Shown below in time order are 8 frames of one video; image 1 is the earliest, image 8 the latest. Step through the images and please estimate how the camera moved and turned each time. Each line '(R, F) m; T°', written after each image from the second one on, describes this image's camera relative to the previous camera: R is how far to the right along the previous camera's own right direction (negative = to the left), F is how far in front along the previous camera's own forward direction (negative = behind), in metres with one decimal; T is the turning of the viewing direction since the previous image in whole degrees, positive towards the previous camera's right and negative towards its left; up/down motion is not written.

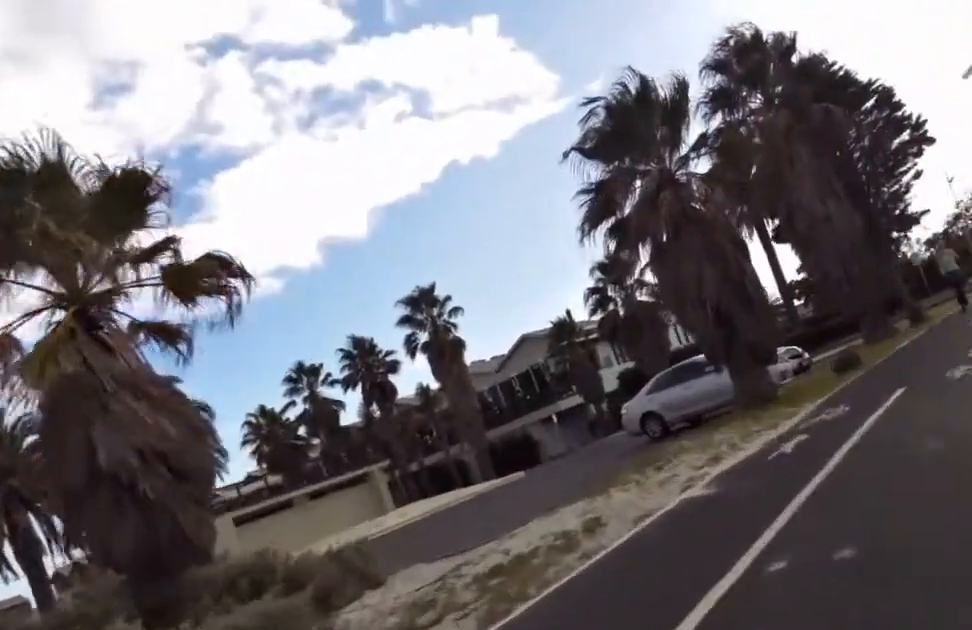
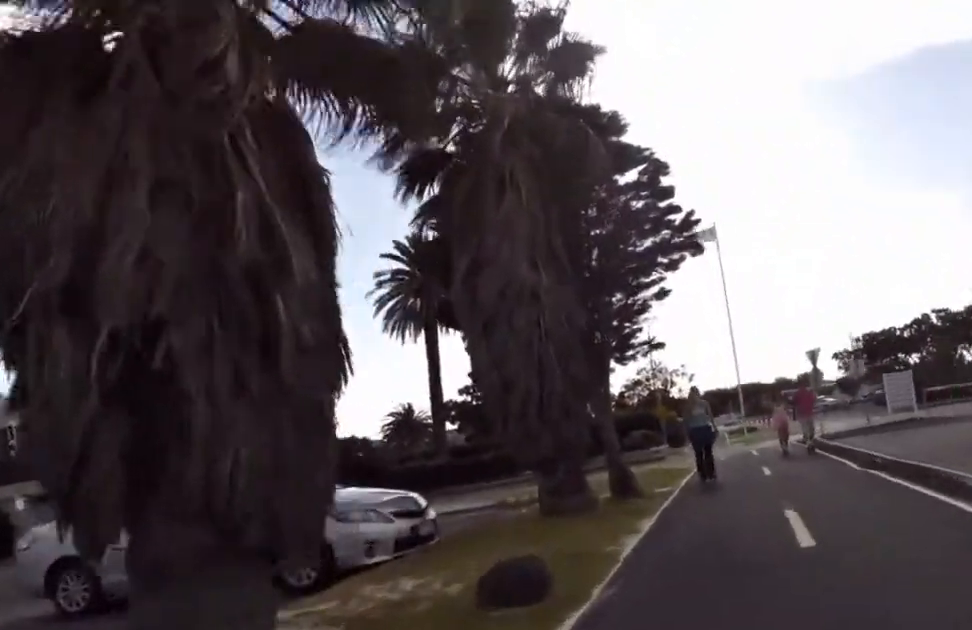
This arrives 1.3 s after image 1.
(+2.1, +7.4) m; +28°
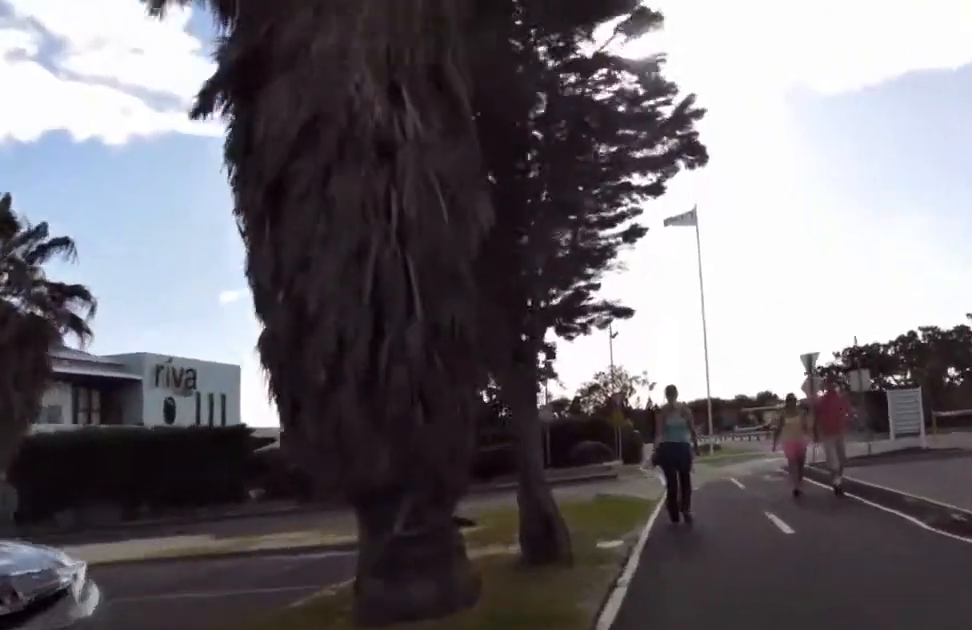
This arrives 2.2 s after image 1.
(+0.8, +5.0) m; +16°
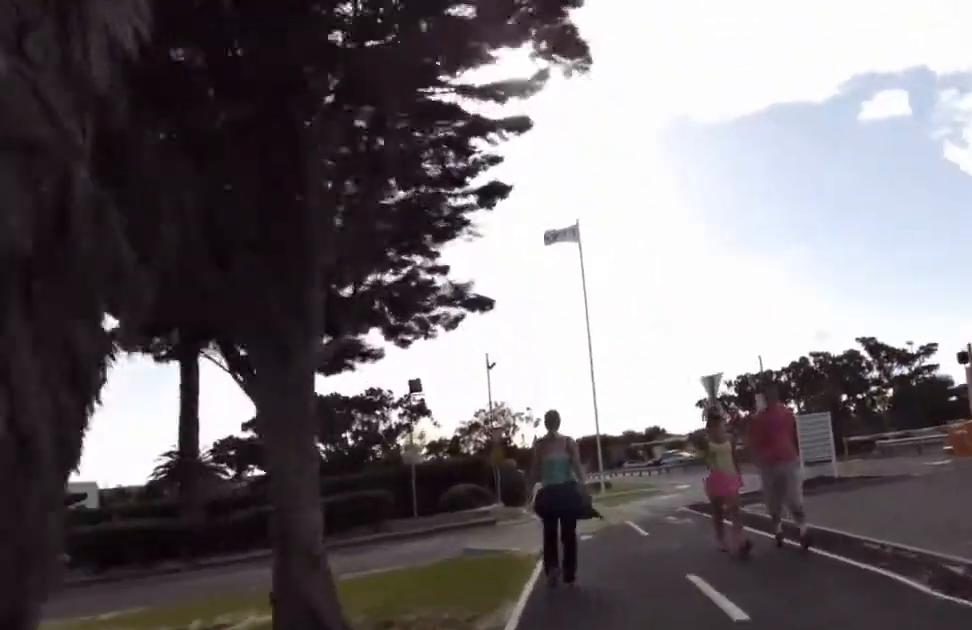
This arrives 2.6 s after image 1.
(+0.4, +3.0) m; +6°
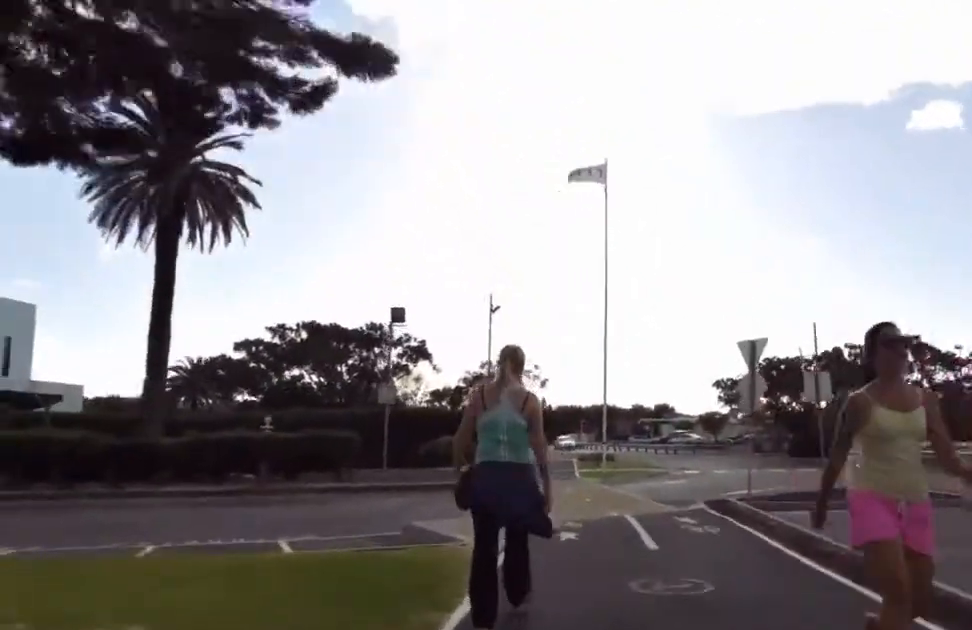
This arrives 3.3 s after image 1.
(+0.2, +4.3) m; +2°
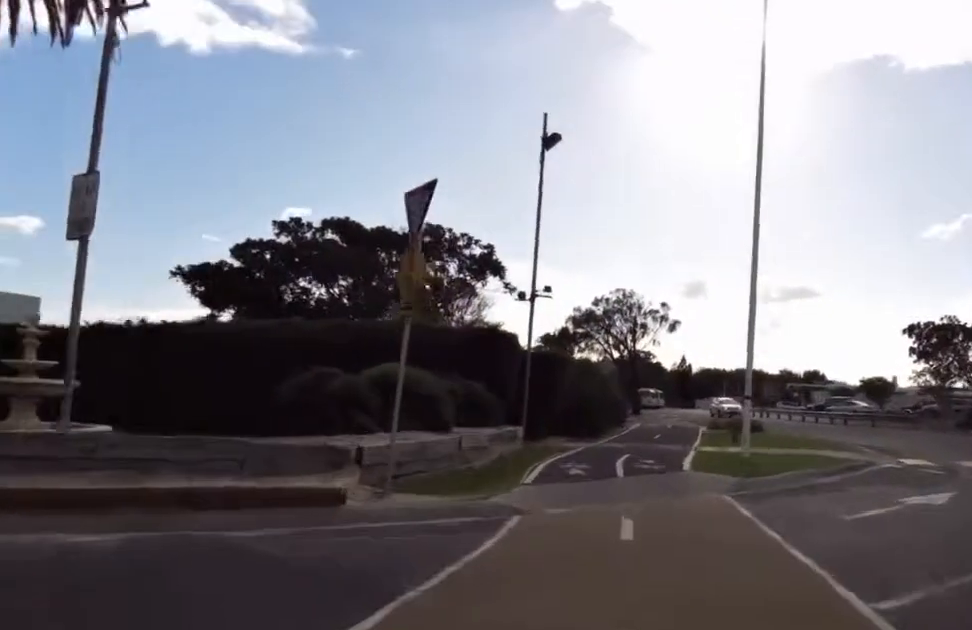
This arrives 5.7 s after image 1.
(-0.4, +15.8) m; -13°
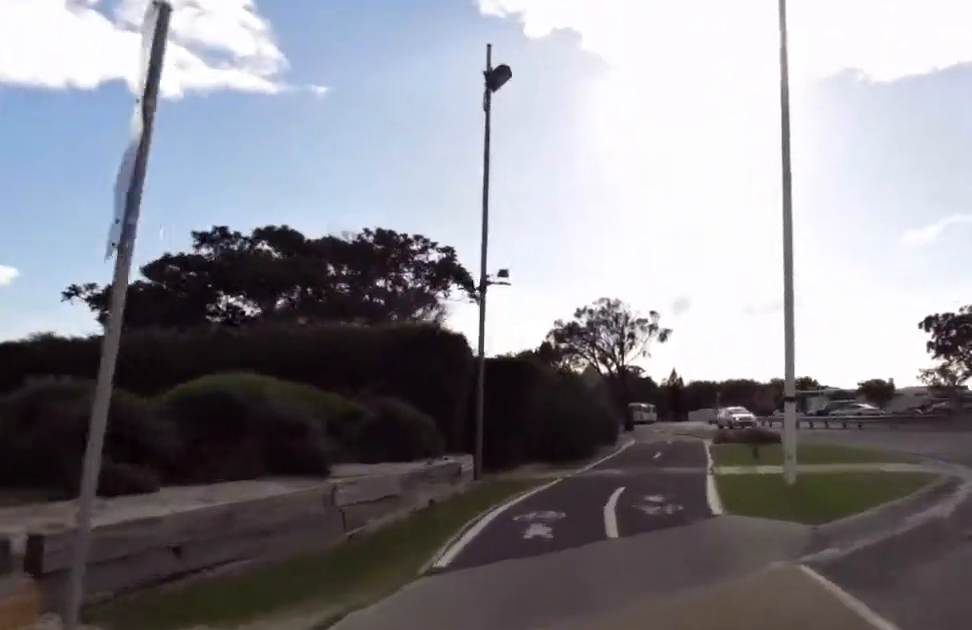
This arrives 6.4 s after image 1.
(-0.6, +4.3) m; 0°
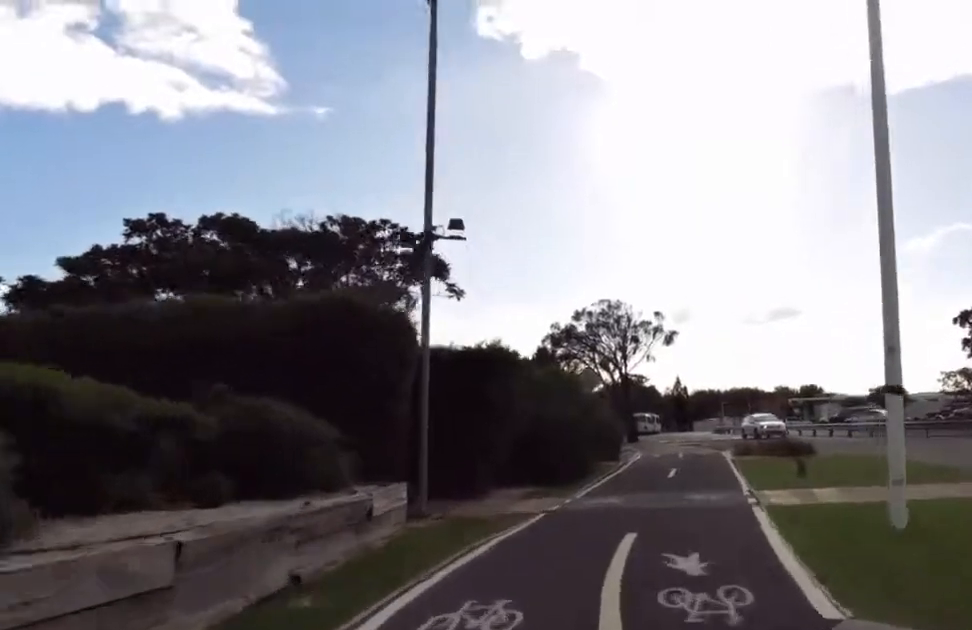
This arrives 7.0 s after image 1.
(-0.3, +3.6) m; 0°
